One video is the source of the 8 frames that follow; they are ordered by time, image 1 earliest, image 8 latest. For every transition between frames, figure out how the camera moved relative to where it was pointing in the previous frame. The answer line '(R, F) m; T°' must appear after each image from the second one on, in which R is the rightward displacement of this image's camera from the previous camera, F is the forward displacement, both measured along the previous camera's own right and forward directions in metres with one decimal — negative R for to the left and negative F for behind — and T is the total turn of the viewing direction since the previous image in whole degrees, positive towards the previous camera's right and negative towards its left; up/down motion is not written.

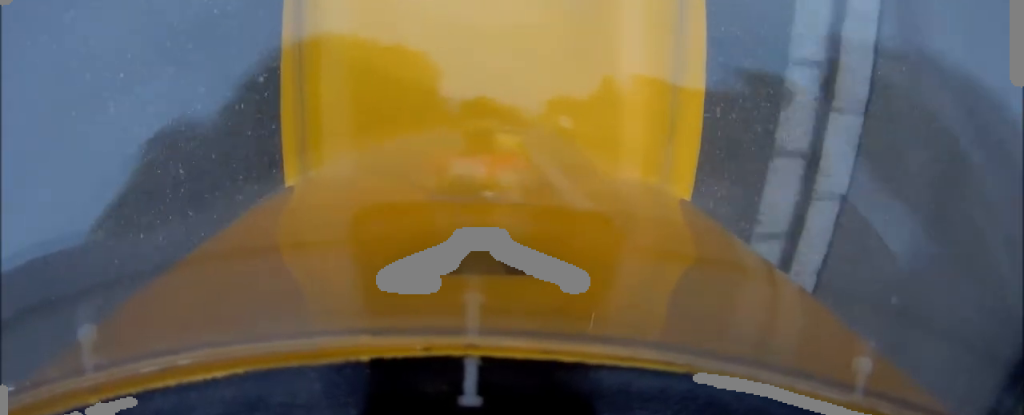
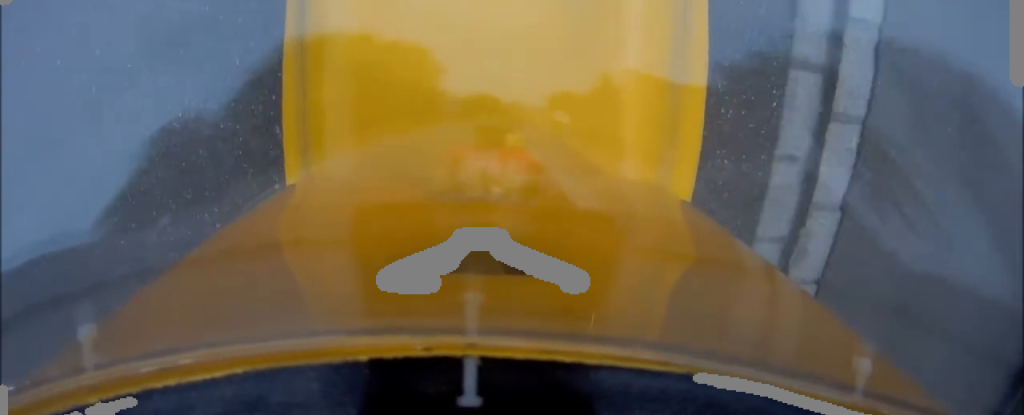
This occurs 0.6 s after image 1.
(0.0, +3.1) m; 0°
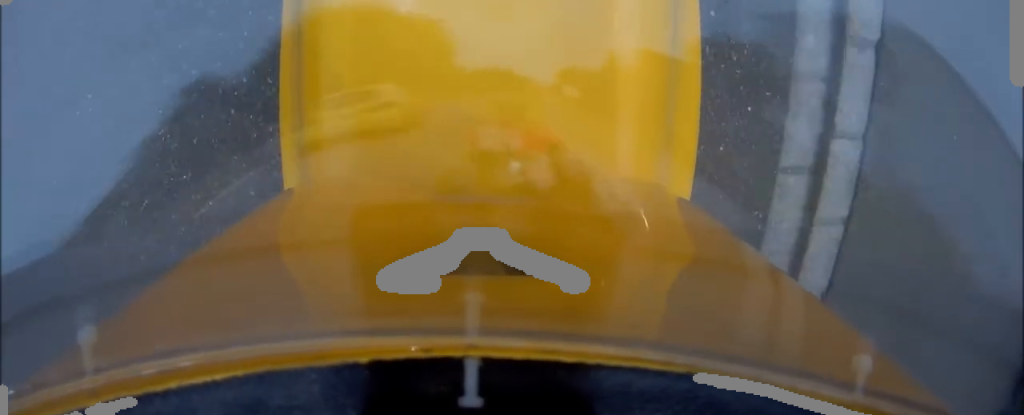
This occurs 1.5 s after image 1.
(0.0, +5.2) m; +4°
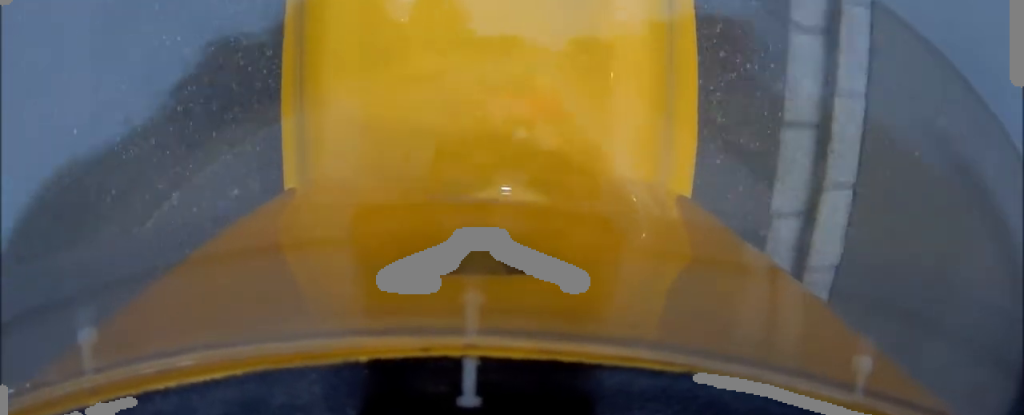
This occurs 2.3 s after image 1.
(+0.3, +4.0) m; 0°
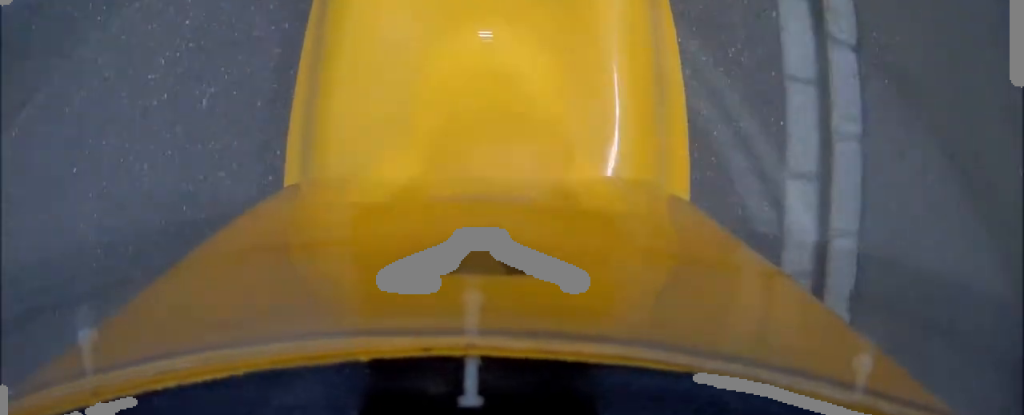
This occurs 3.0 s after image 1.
(0.0, +3.8) m; -2°
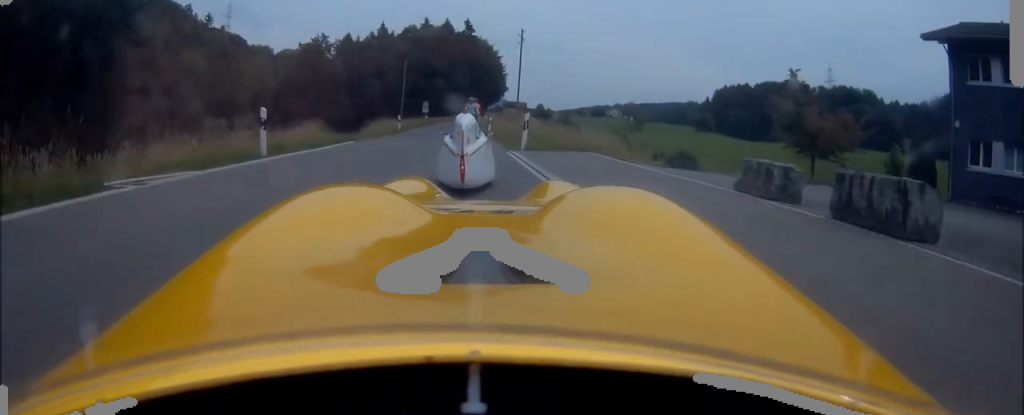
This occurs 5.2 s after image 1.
(-0.7, +11.2) m; -4°
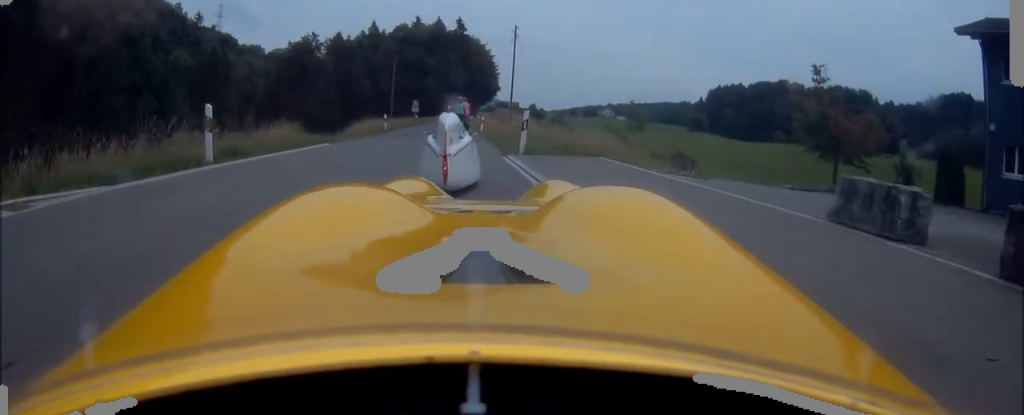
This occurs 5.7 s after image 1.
(0.0, +2.2) m; 0°
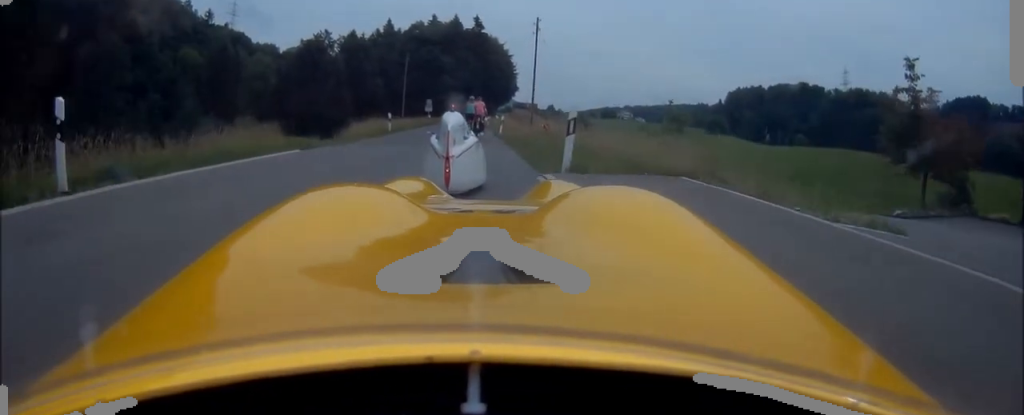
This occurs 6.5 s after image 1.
(0.0, +4.4) m; 0°
